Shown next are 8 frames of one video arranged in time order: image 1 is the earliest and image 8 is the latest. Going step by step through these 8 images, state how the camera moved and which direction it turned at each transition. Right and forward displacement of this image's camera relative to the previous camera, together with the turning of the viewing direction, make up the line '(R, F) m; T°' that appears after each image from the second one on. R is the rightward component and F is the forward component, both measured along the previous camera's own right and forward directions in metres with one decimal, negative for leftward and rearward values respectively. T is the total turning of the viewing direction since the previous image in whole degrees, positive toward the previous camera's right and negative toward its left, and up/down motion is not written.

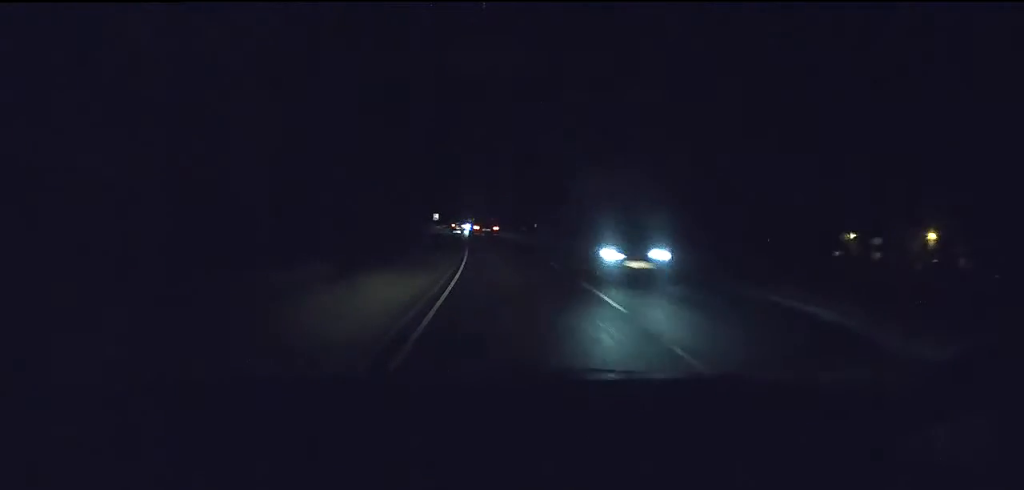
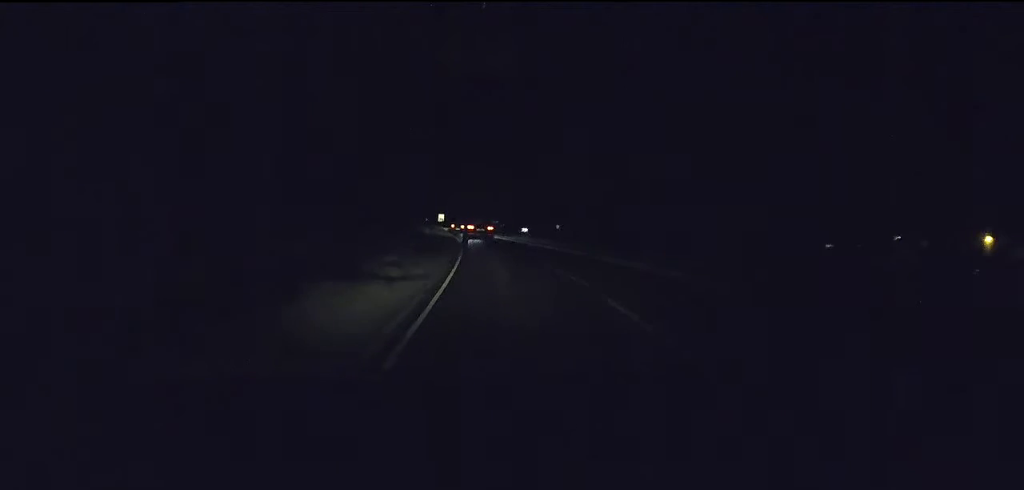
(0.0, +8.8) m; 0°
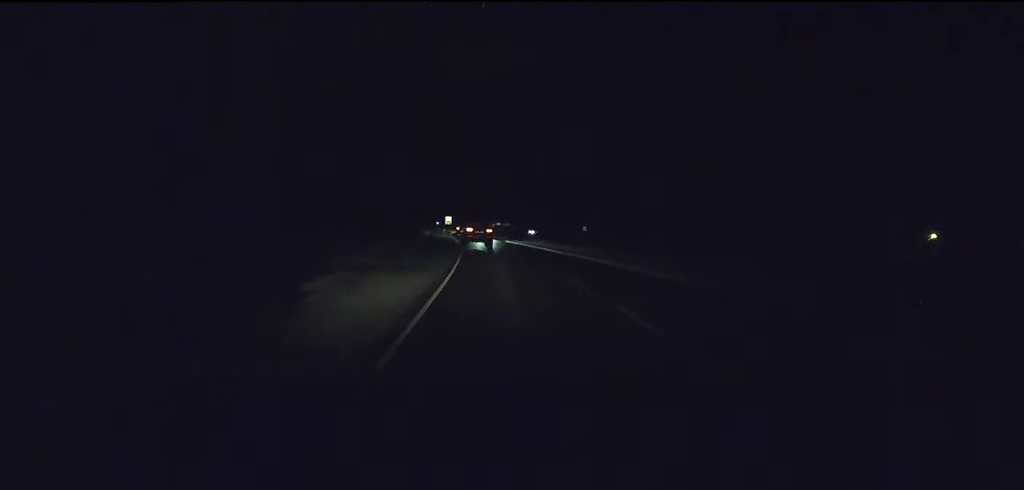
(0.0, +6.3) m; -1°
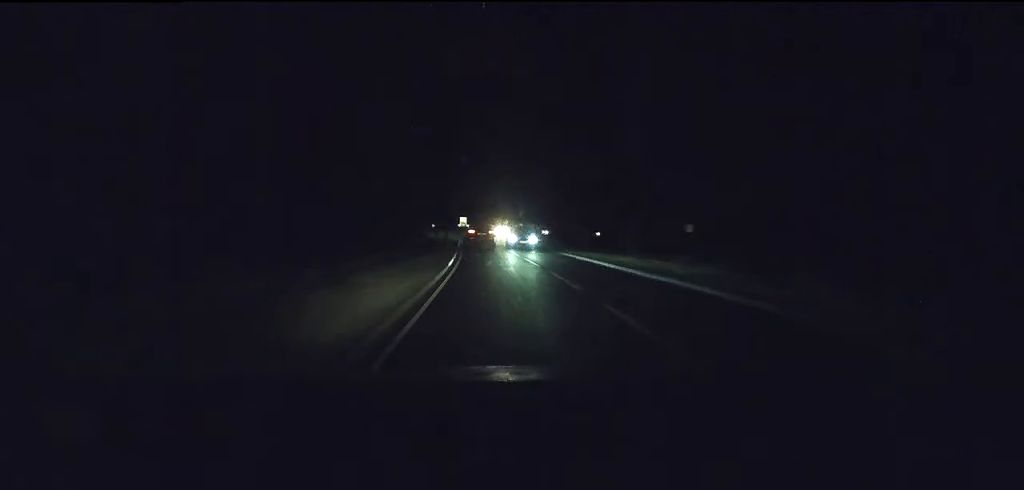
(-0.1, +11.6) m; -3°
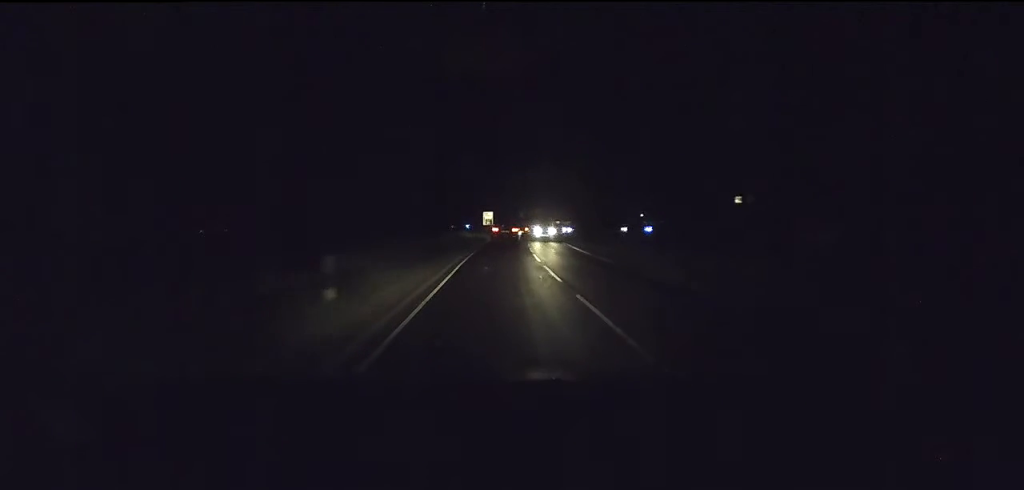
(-1.1, +22.4) m; -3°
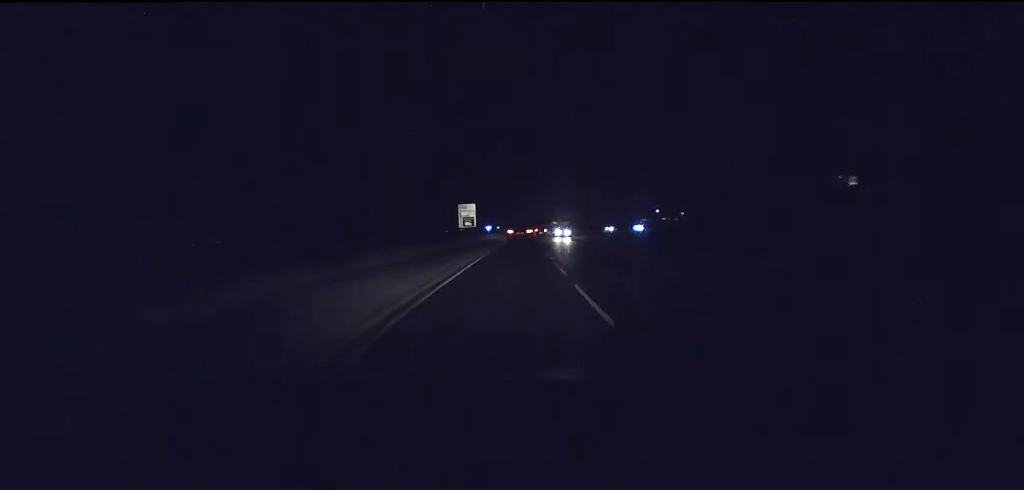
(0.0, +22.4) m; 0°
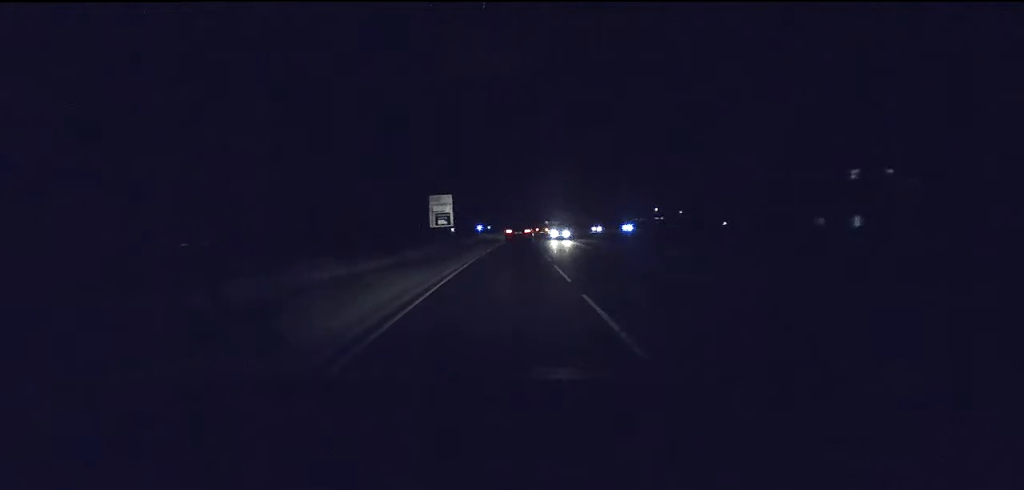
(0.0, +7.4) m; 0°
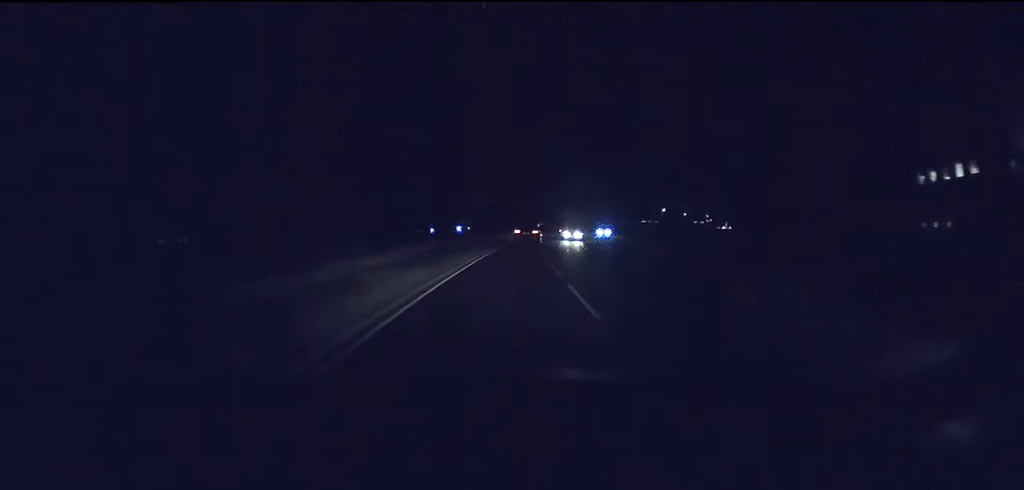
(0.0, +22.4) m; +1°
